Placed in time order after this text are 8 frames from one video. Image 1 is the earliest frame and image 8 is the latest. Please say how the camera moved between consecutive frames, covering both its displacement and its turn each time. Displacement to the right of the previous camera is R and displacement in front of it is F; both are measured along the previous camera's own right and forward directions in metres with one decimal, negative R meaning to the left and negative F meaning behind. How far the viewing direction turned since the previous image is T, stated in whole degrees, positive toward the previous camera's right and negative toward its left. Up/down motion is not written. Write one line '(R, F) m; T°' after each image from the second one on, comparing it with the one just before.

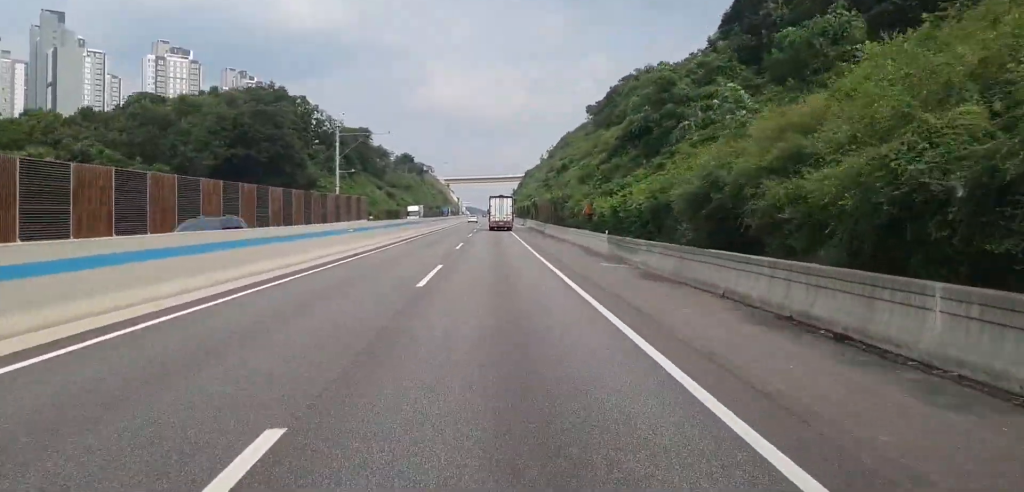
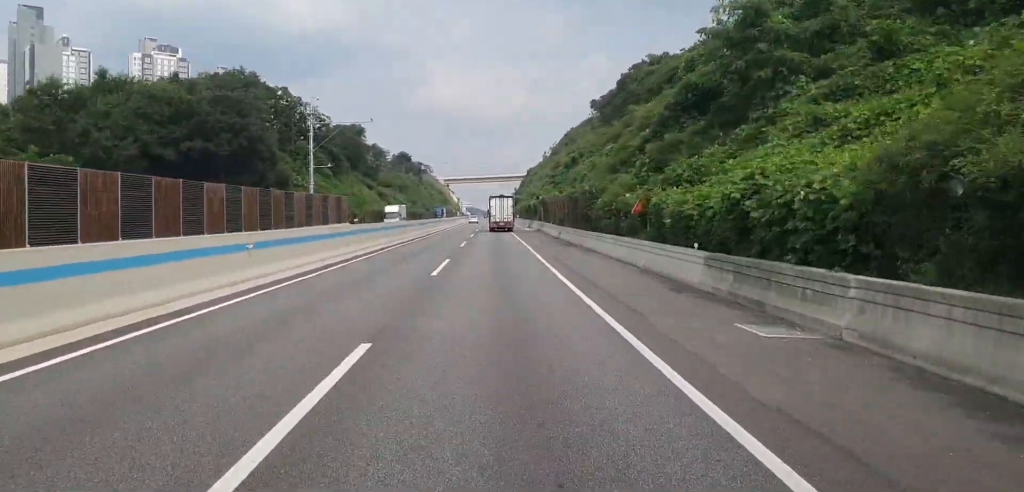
(0.0, +15.4) m; +1°
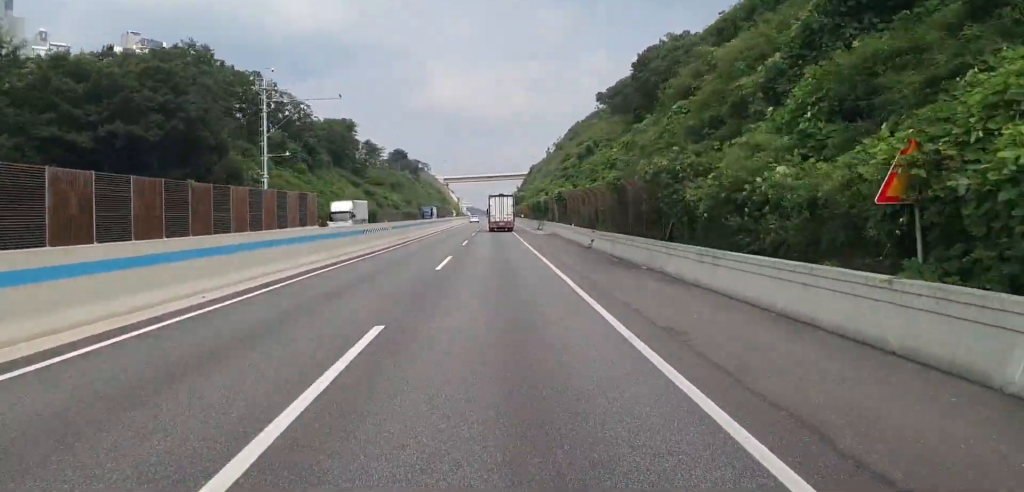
(+0.3, +18.4) m; 0°
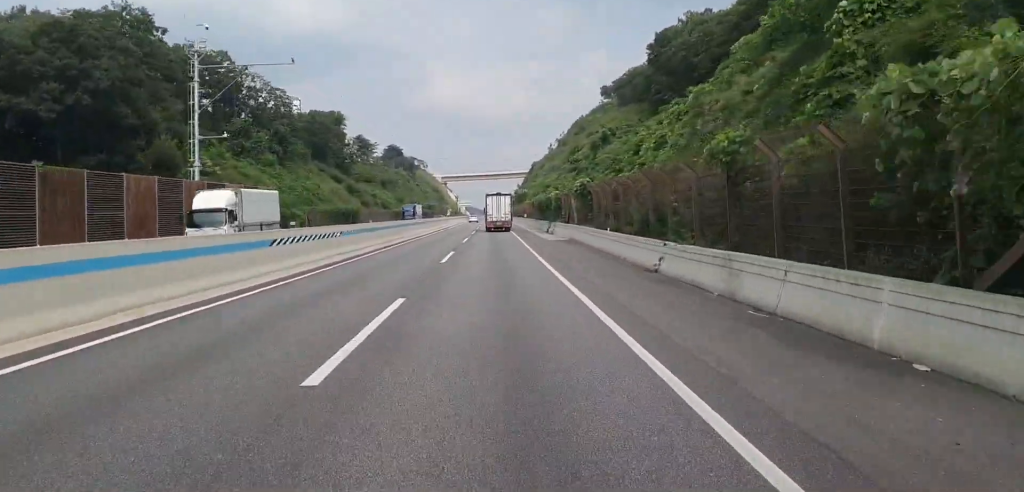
(+0.1, +16.3) m; 0°
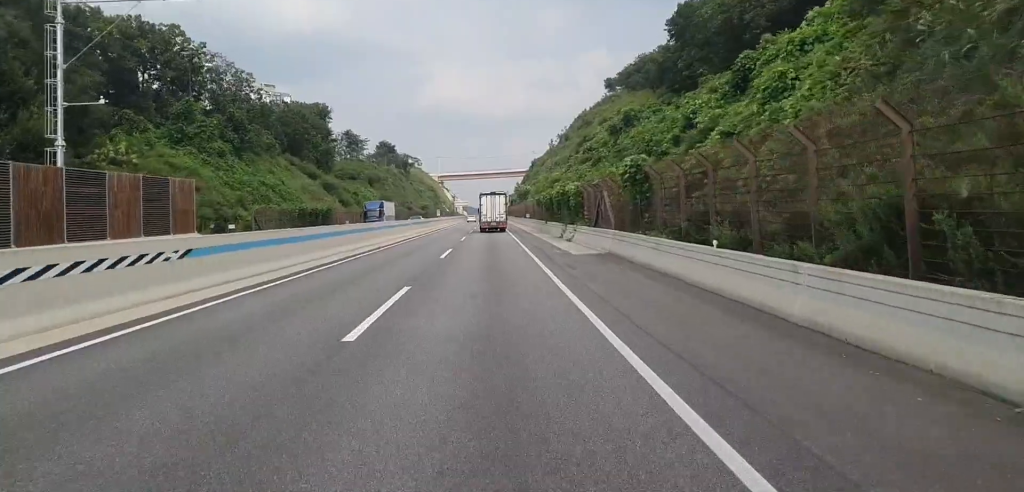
(-0.2, +17.2) m; -1°
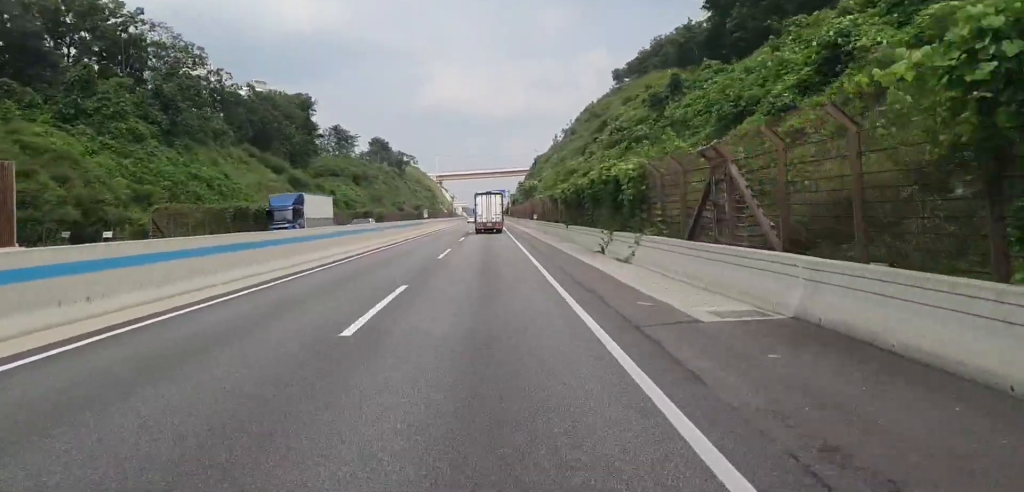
(0.0, +19.5) m; 0°
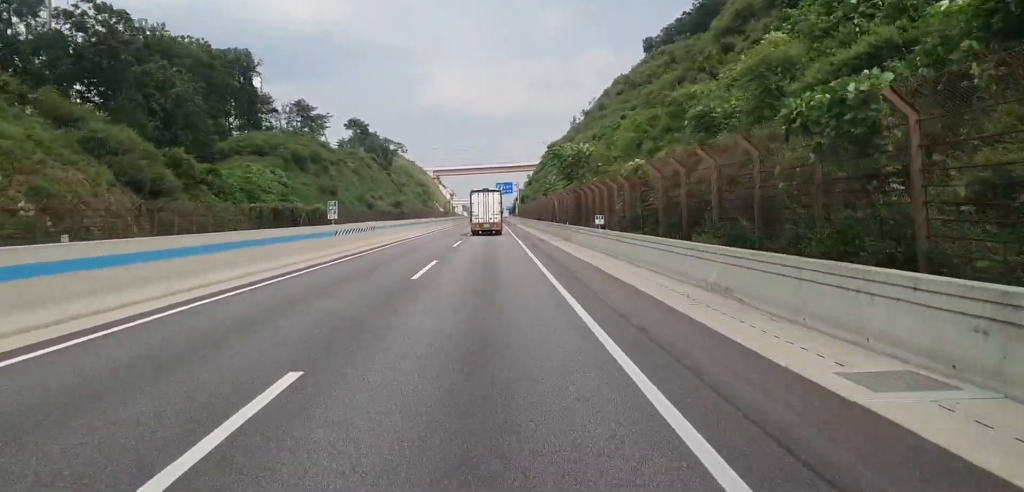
(+0.2, +50.6) m; 0°
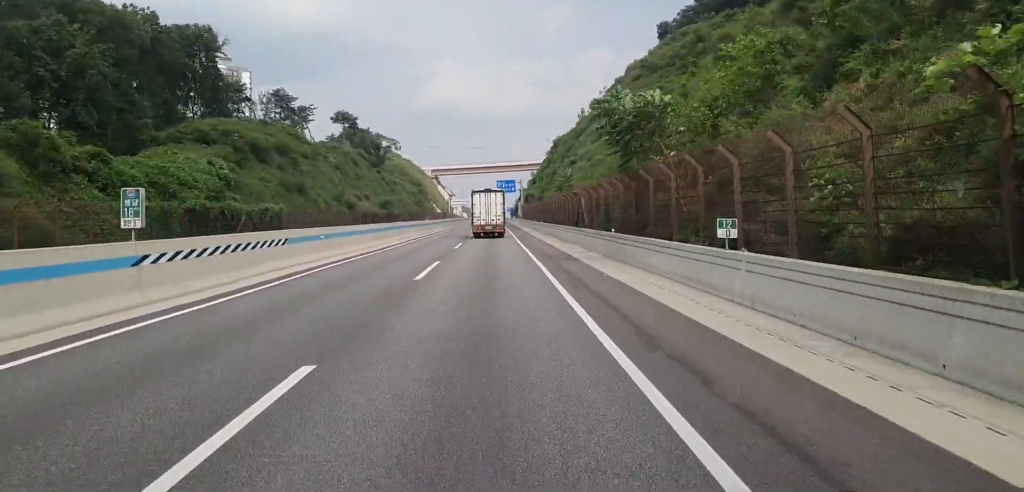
(0.0, +19.5) m; 0°
